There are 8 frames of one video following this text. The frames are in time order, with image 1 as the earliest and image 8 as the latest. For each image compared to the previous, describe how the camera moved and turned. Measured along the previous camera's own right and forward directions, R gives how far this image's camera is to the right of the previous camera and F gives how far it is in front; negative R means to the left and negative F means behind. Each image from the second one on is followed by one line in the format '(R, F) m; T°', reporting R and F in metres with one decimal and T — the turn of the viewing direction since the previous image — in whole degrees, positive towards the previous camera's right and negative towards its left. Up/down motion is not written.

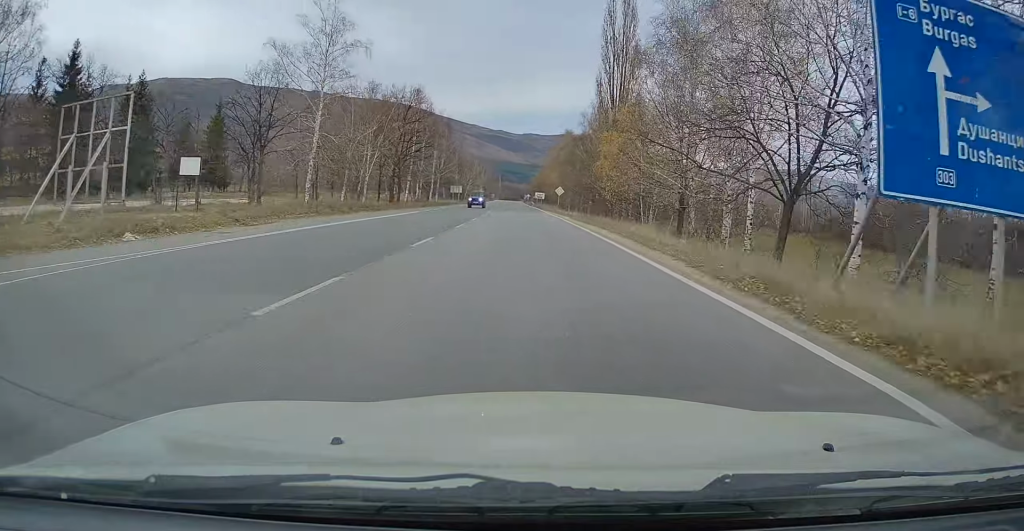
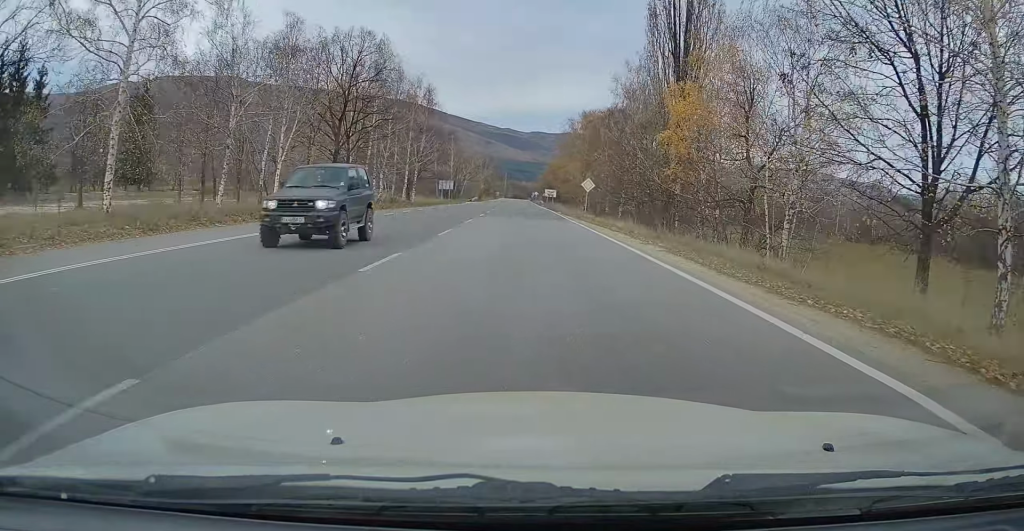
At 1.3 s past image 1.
(-0.3, +23.7) m; 0°
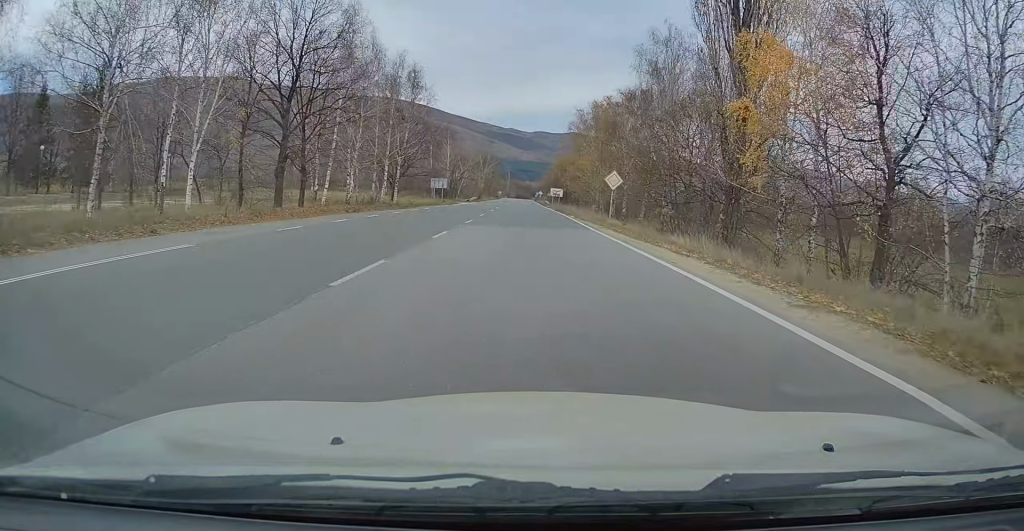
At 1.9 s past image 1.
(0.0, +10.8) m; 0°
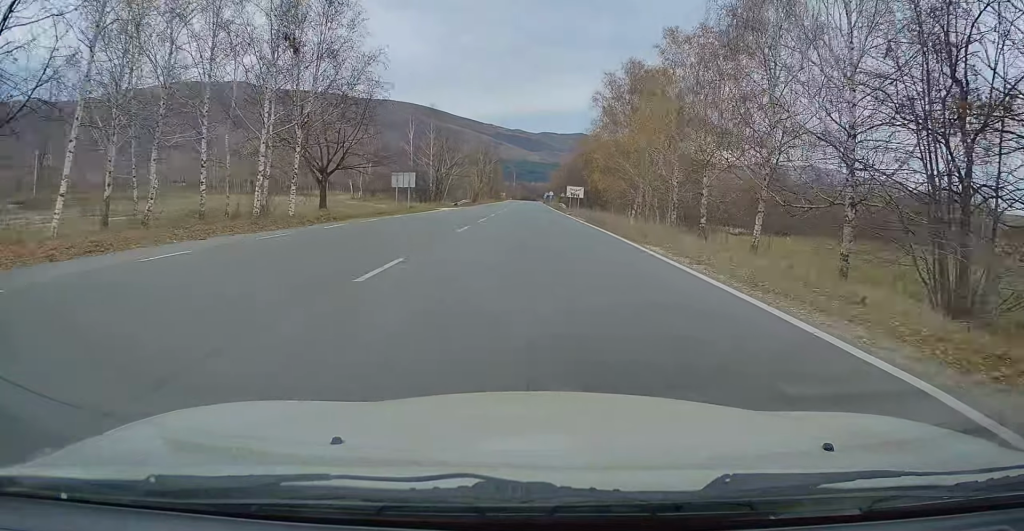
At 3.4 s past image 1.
(0.0, +26.7) m; -1°
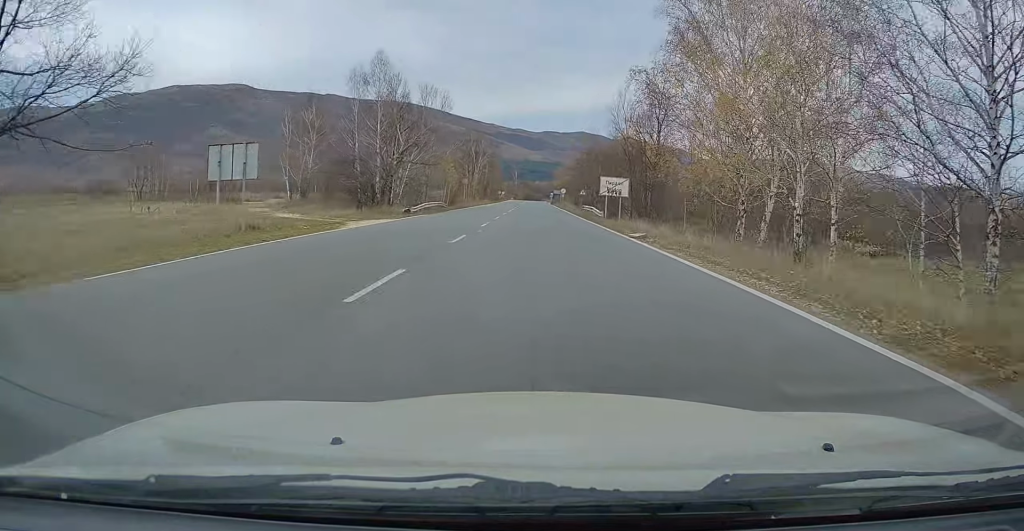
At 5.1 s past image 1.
(-0.2, +32.3) m; 0°
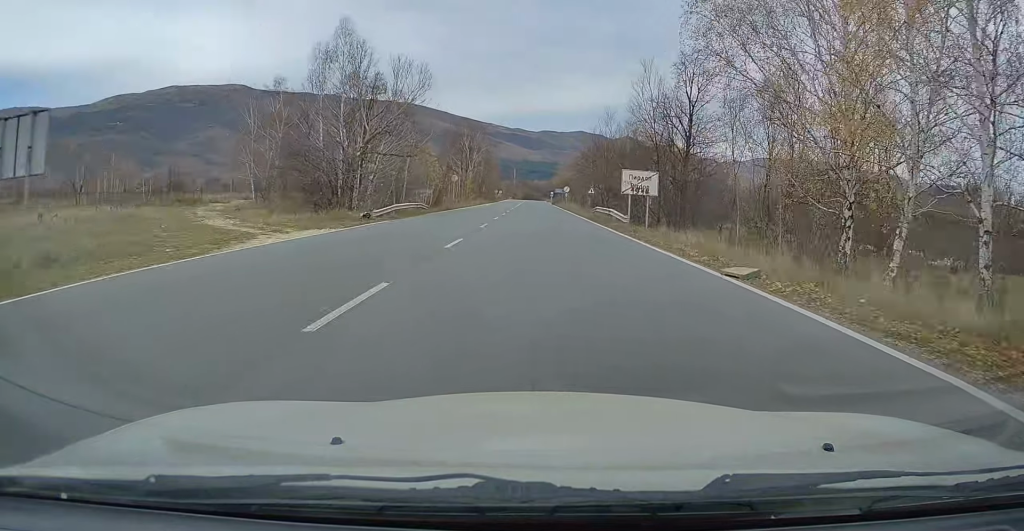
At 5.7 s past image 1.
(+0.2, +10.7) m; +1°
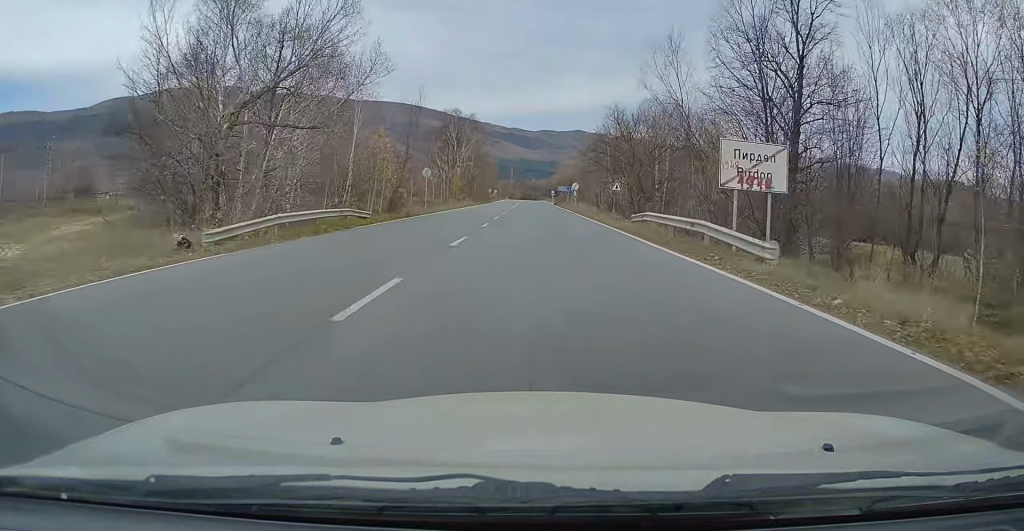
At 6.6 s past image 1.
(-0.1, +17.9) m; -1°
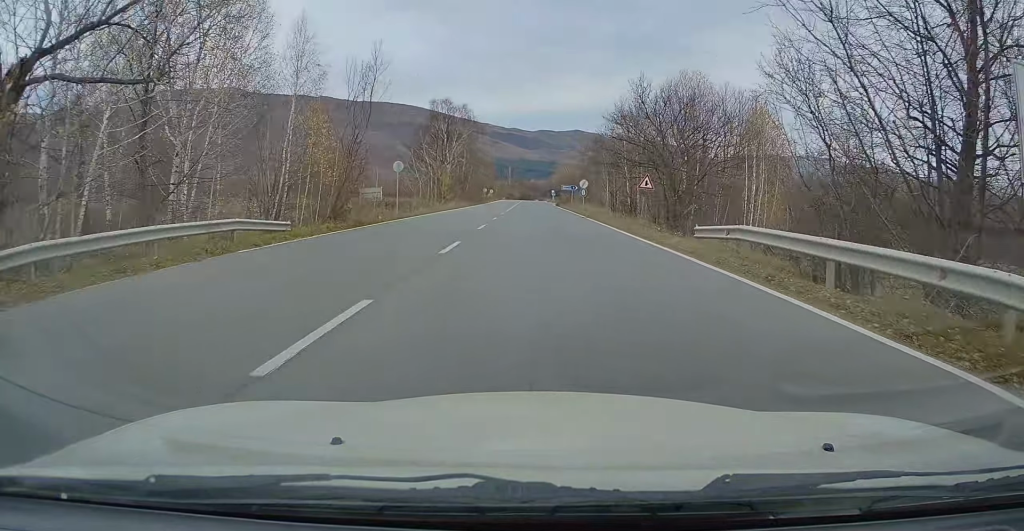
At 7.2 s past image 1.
(-0.1, +11.0) m; 0°
